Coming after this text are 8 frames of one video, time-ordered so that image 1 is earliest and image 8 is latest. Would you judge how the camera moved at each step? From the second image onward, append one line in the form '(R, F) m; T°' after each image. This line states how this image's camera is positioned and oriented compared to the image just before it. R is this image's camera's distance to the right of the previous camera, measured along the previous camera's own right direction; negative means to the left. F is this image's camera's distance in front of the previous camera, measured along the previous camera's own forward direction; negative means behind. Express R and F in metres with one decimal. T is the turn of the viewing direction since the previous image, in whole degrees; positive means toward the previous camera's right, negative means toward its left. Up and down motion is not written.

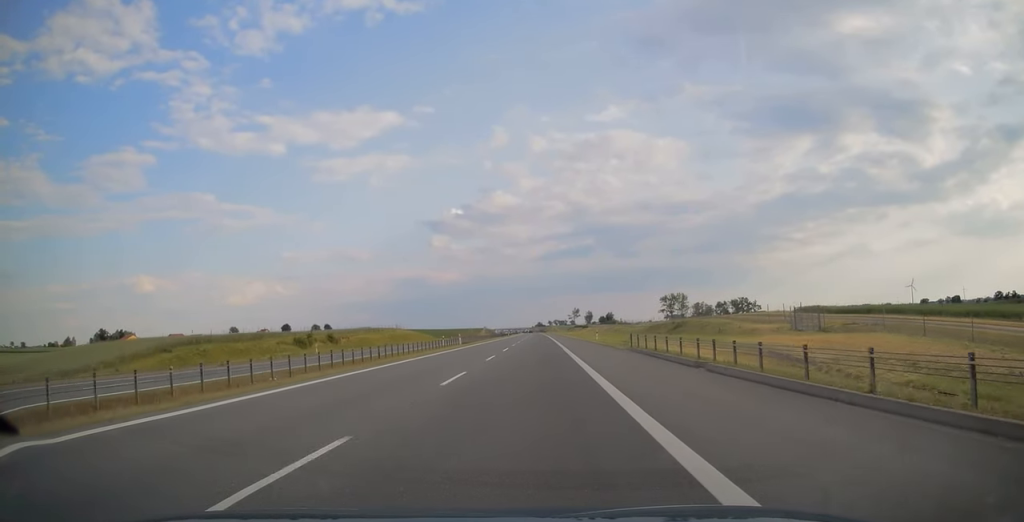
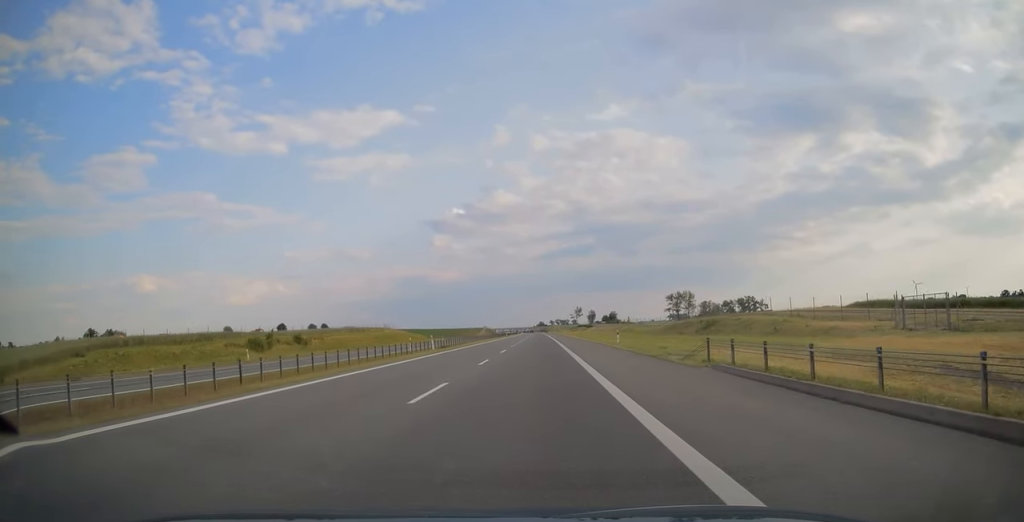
(0.0, +15.9) m; 0°
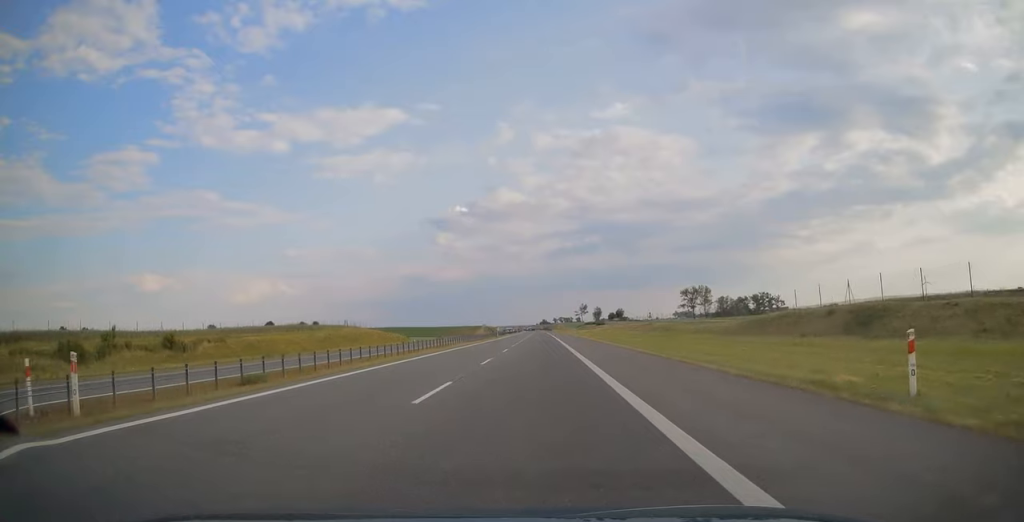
(-0.1, +36.2) m; 0°
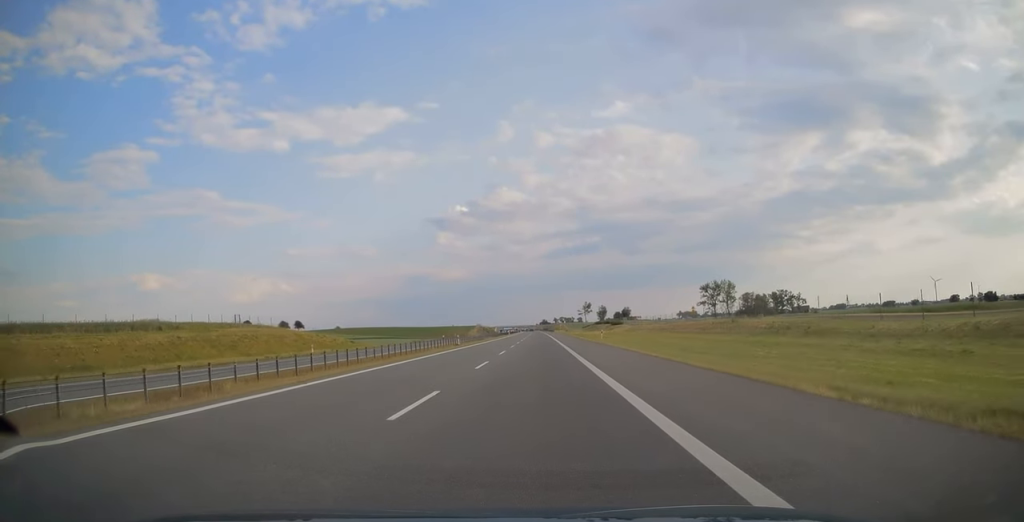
(-0.2, +49.8) m; 0°
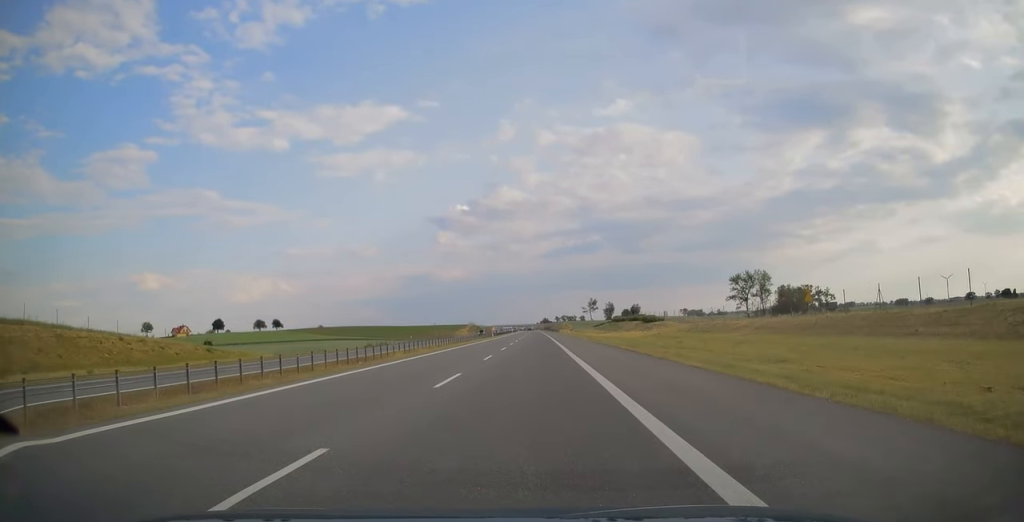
(0.0, +54.8) m; 0°
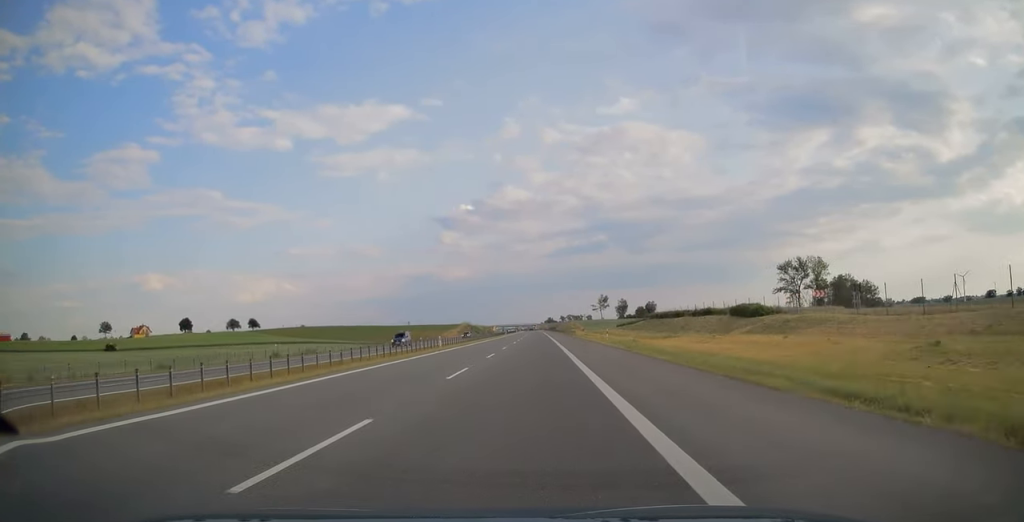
(0.0, +57.4) m; 0°
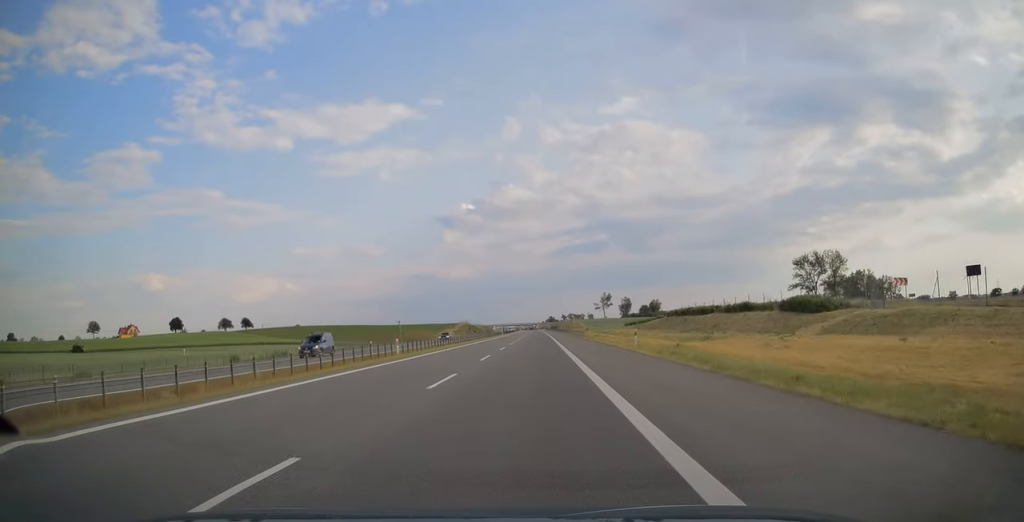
(0.0, +14.8) m; 0°
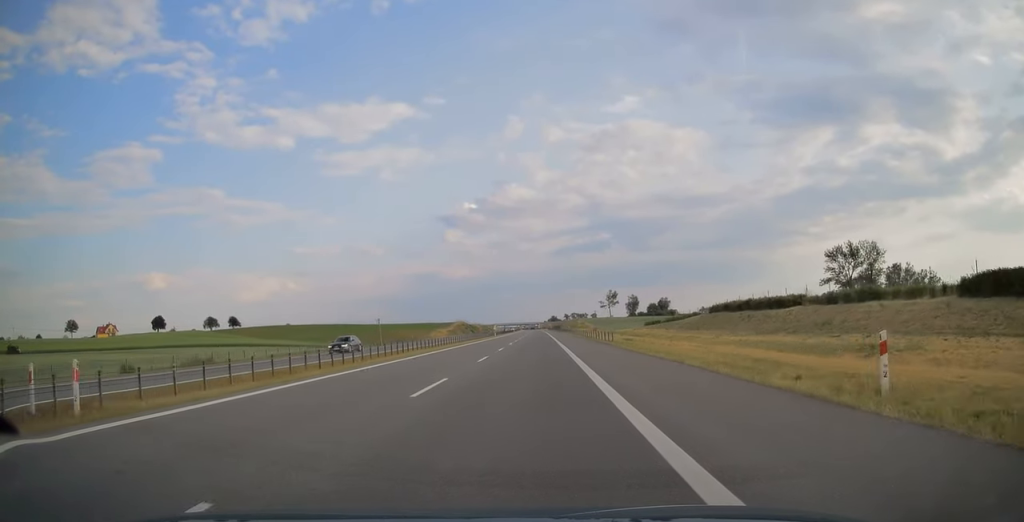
(-0.1, +25.7) m; 0°
